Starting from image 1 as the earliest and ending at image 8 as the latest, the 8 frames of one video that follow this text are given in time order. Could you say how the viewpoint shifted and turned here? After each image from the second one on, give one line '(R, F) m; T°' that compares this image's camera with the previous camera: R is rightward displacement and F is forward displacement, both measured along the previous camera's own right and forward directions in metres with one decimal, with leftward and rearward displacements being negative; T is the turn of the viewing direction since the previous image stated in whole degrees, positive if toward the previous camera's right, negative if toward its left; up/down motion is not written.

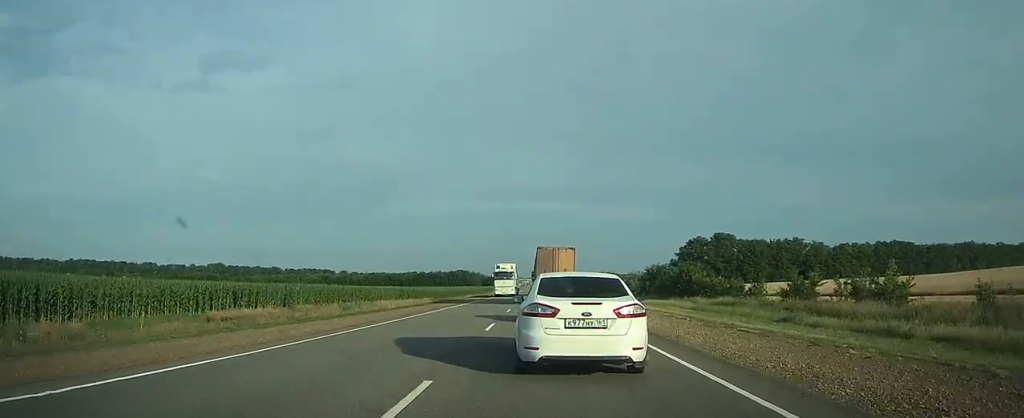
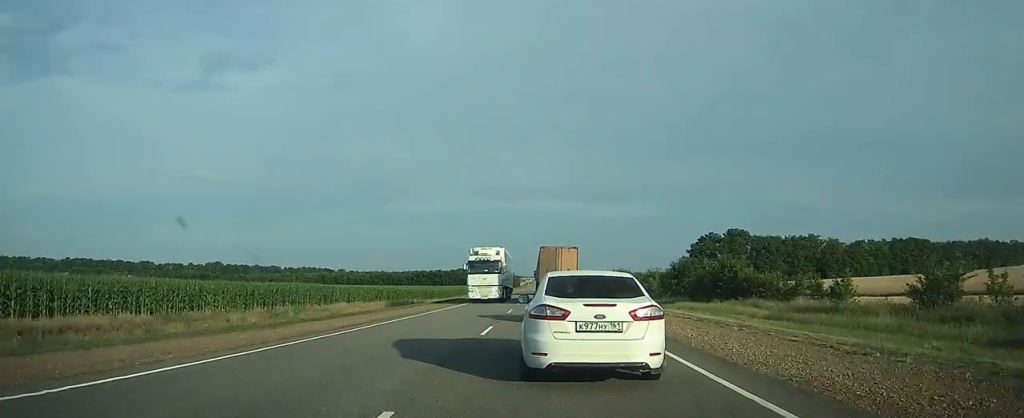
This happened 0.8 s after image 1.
(0.0, +13.5) m; 0°
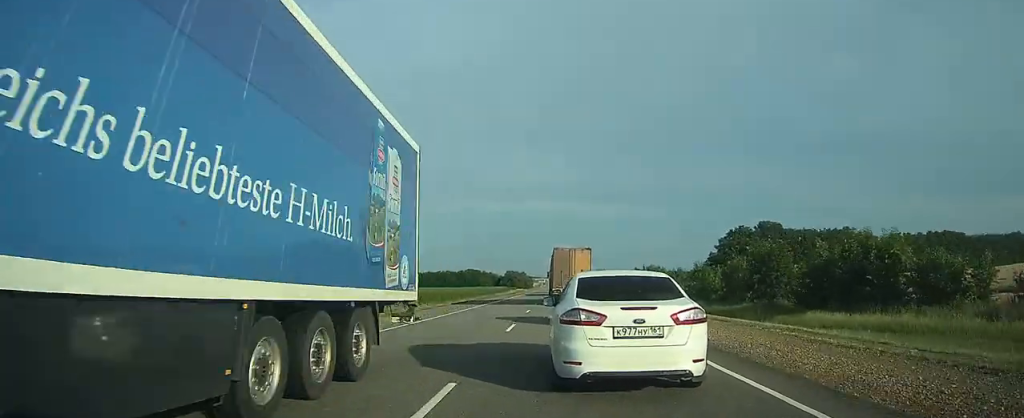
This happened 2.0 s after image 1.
(-0.1, +22.0) m; 0°
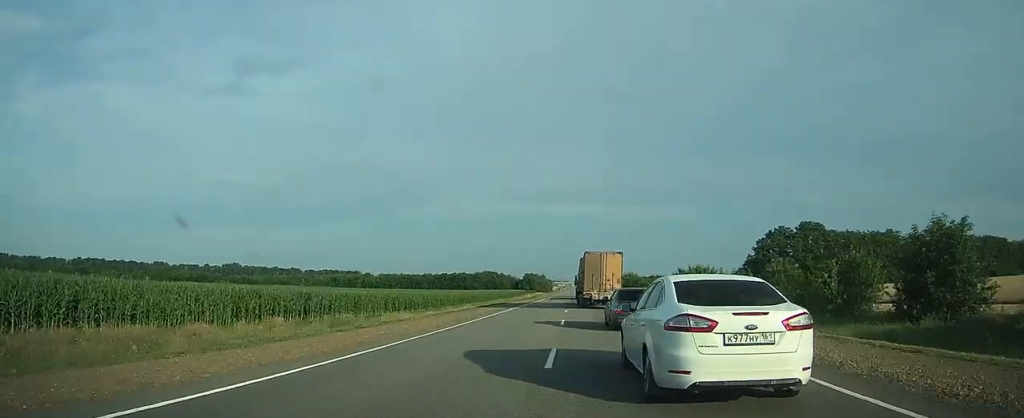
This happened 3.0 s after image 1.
(0.0, +18.9) m; -1°
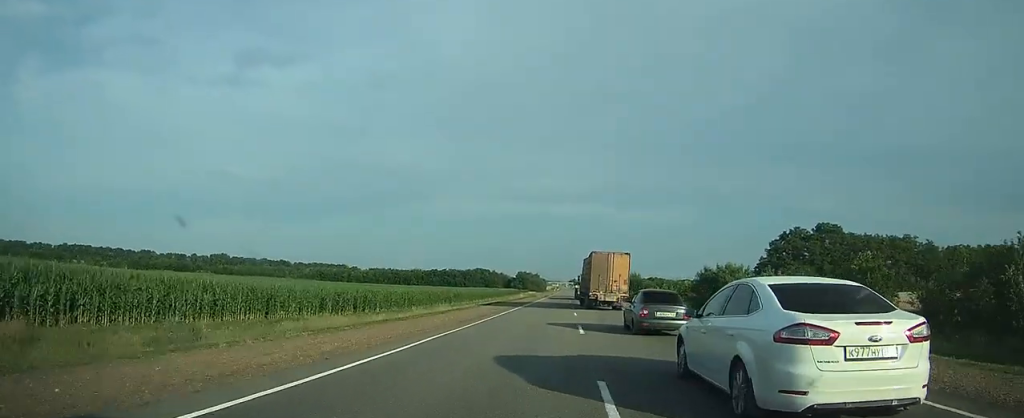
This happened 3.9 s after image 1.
(-0.2, +15.8) m; -1°
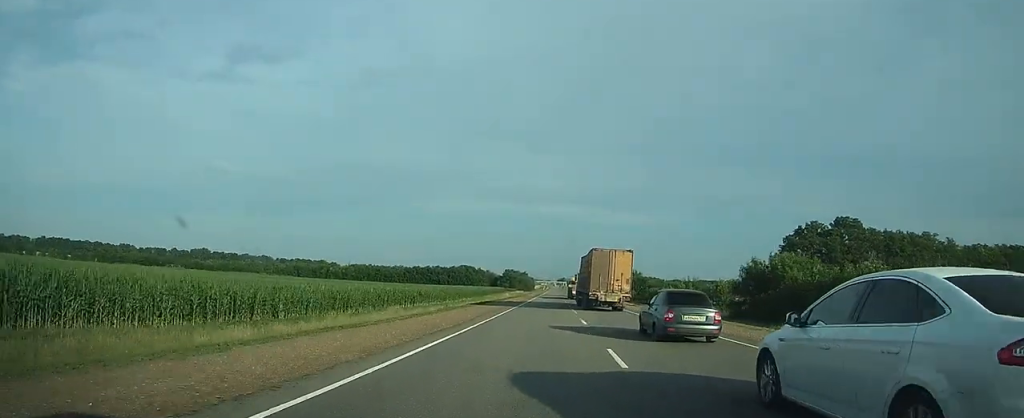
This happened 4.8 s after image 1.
(-0.2, +18.4) m; 0°
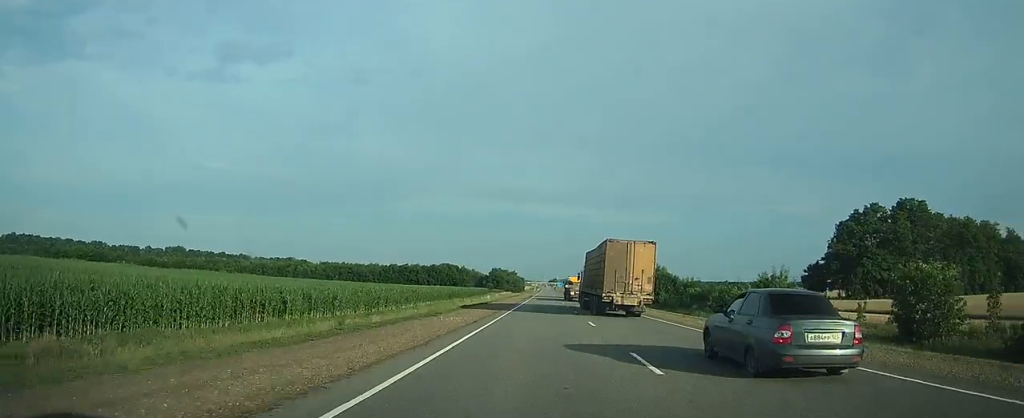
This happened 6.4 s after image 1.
(+0.7, +33.9) m; +2°
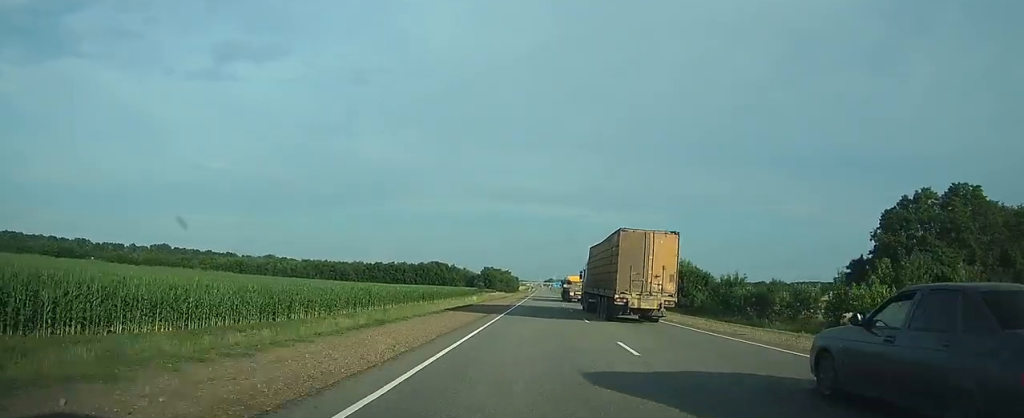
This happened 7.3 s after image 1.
(0.0, +19.8) m; 0°
